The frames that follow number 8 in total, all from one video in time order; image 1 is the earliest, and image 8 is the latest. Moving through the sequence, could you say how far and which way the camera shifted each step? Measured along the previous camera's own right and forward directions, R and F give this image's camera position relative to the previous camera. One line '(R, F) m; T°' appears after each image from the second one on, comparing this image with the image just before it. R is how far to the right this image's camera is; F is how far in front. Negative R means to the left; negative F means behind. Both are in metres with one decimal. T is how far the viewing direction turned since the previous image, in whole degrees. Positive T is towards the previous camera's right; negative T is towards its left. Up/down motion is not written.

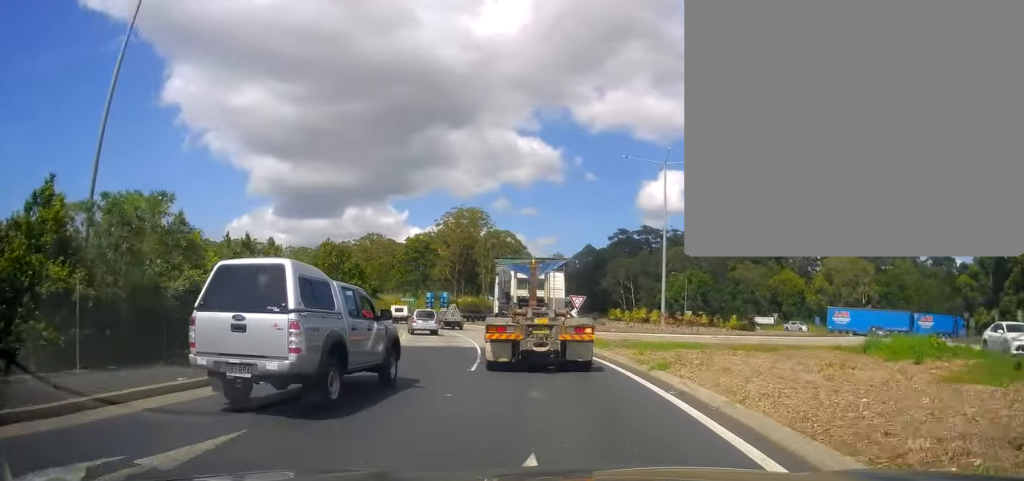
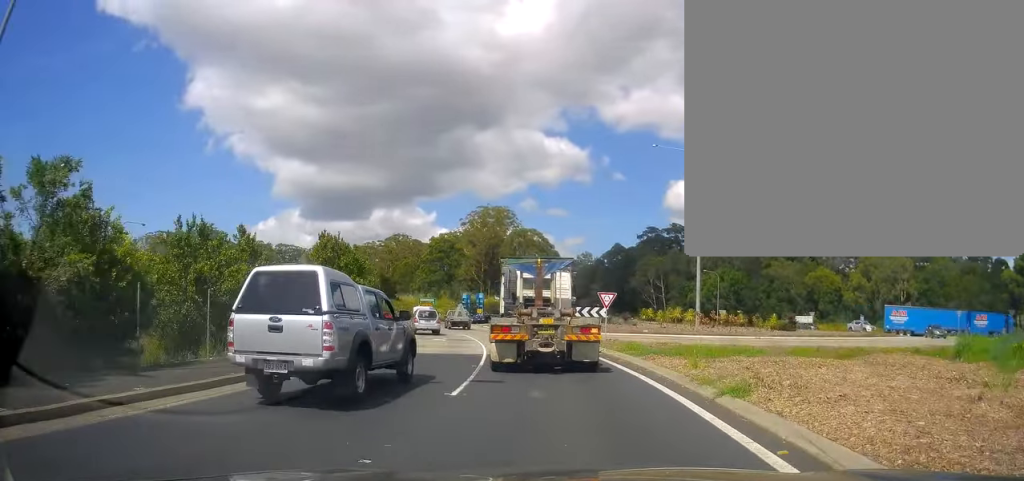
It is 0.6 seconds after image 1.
(-0.2, +4.7) m; -4°
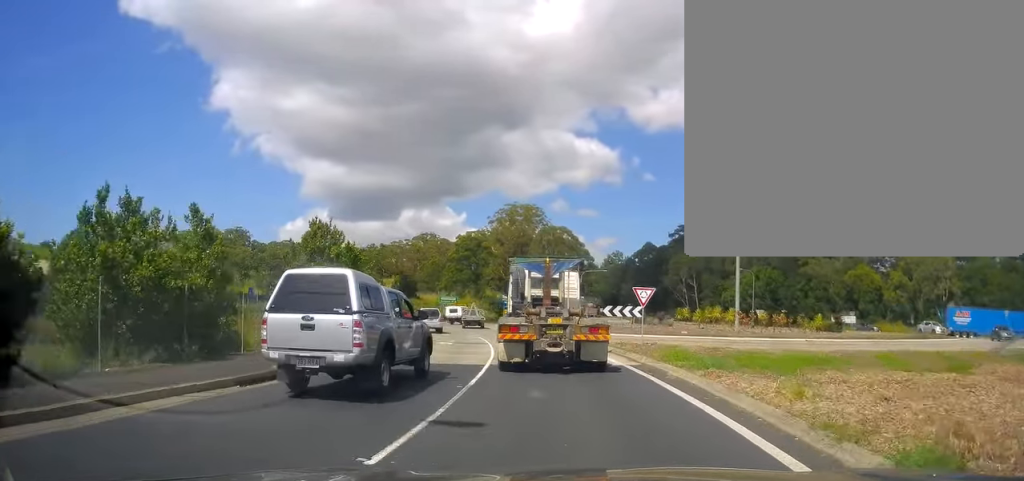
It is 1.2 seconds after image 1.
(-0.2, +4.7) m; -2°
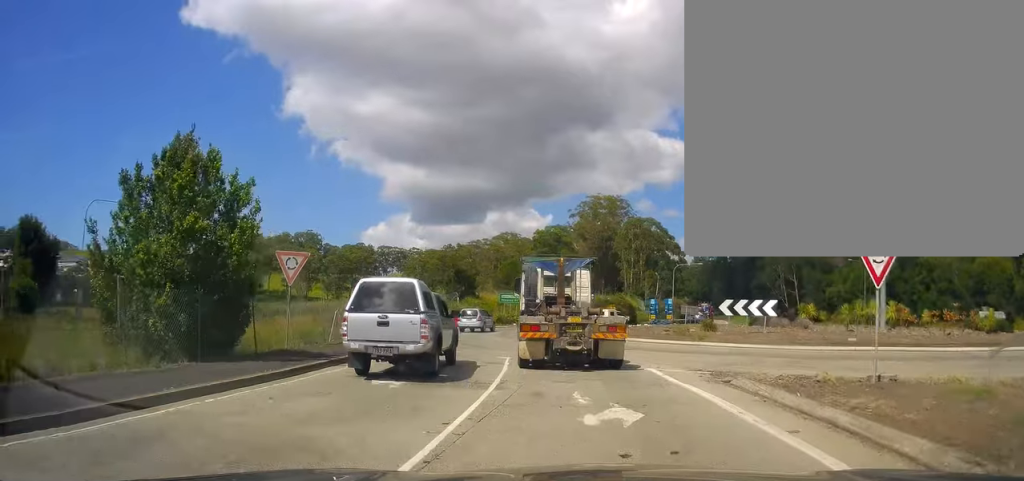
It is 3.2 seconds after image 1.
(-1.4, +15.6) m; -13°
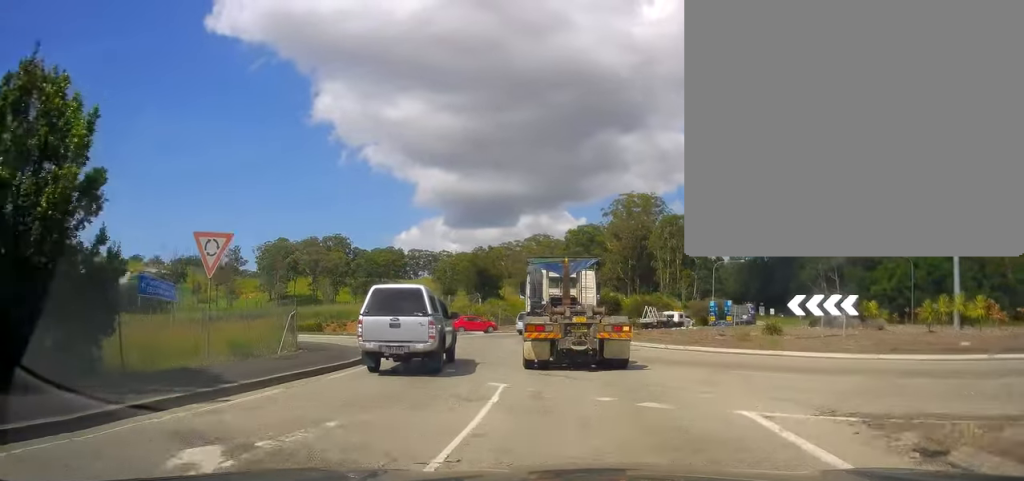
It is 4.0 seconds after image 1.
(-0.5, +6.3) m; -3°
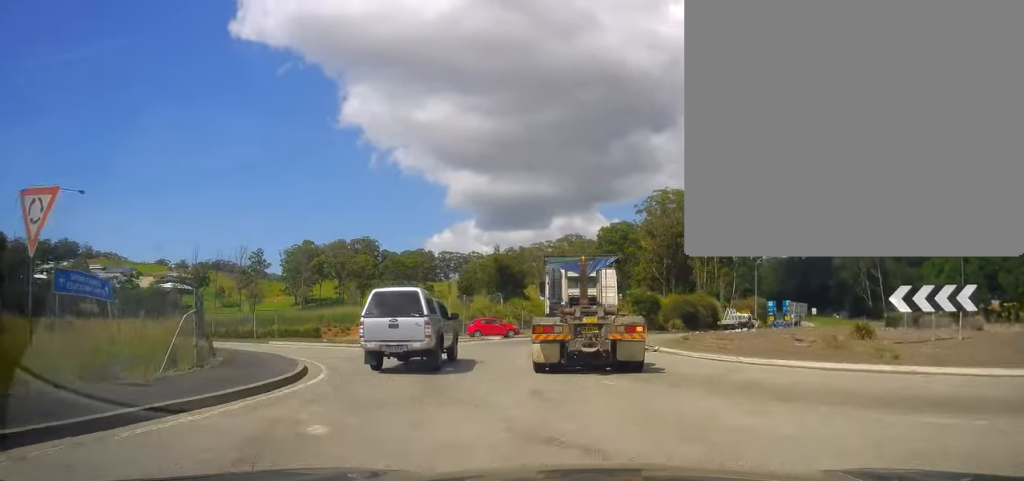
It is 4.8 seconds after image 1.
(+0.2, +6.4) m; +2°
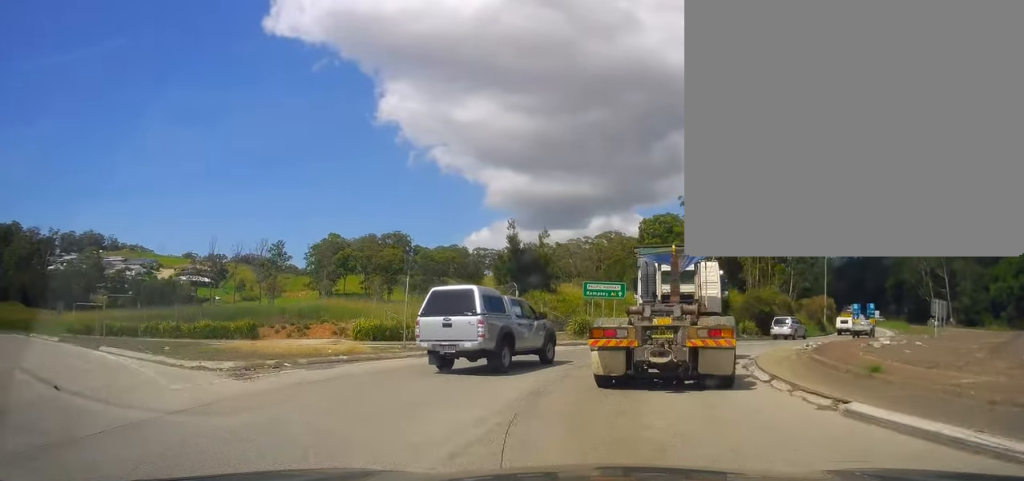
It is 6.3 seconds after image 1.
(-0.7, +13.4) m; -4°
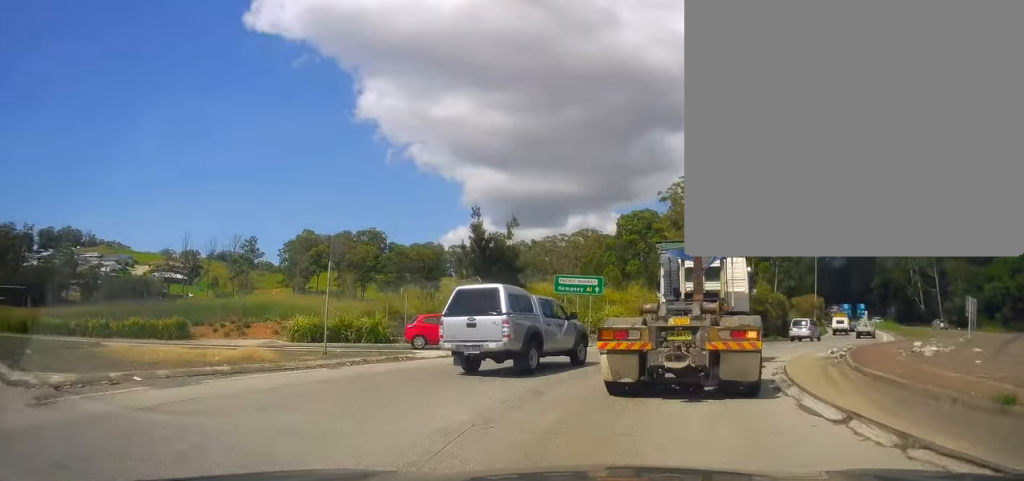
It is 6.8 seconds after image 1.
(-0.2, +4.6) m; 0°
